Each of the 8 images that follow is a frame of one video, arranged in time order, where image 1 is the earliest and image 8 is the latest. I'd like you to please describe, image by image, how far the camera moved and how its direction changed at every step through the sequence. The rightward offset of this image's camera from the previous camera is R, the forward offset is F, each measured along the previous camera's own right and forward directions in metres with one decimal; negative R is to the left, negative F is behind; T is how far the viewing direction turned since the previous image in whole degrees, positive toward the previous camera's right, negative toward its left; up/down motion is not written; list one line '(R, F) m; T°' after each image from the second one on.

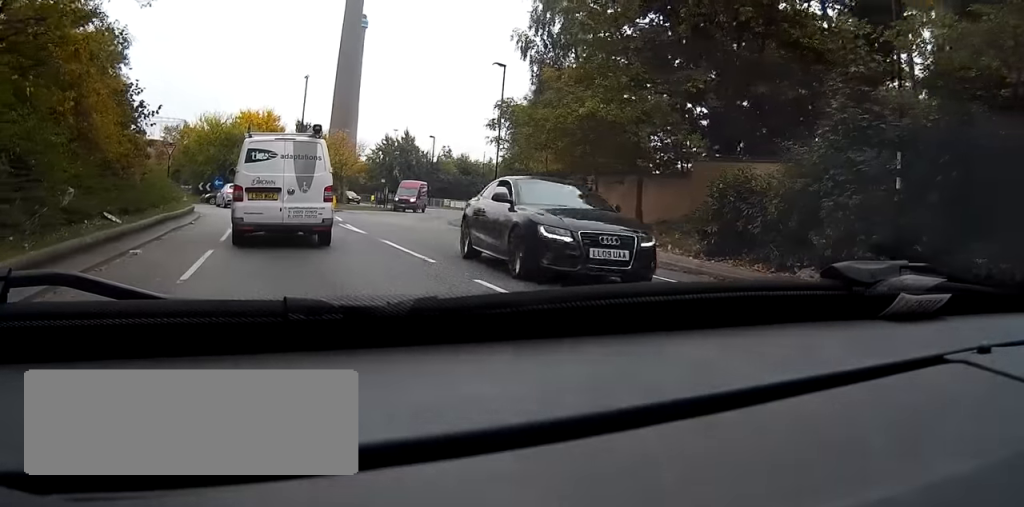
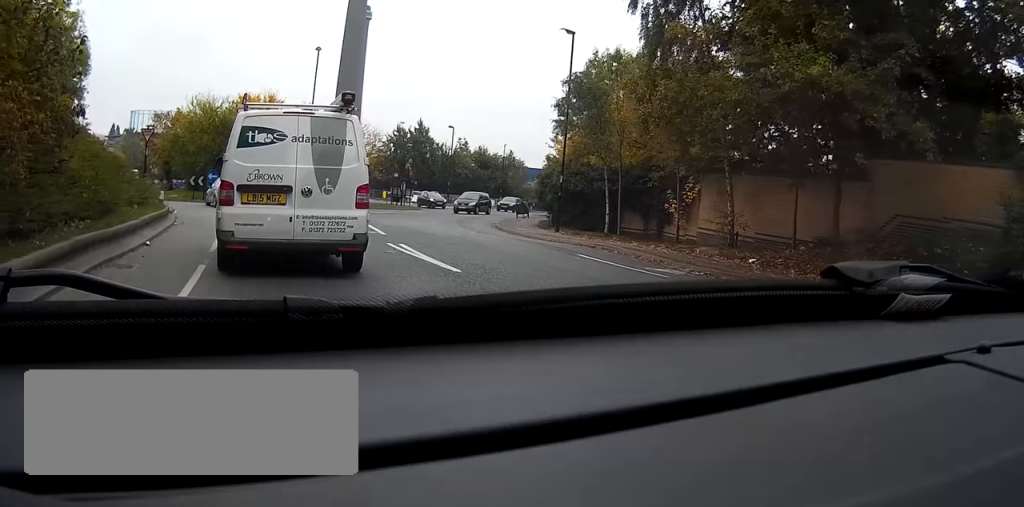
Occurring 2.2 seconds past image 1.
(+0.3, +9.4) m; +4°
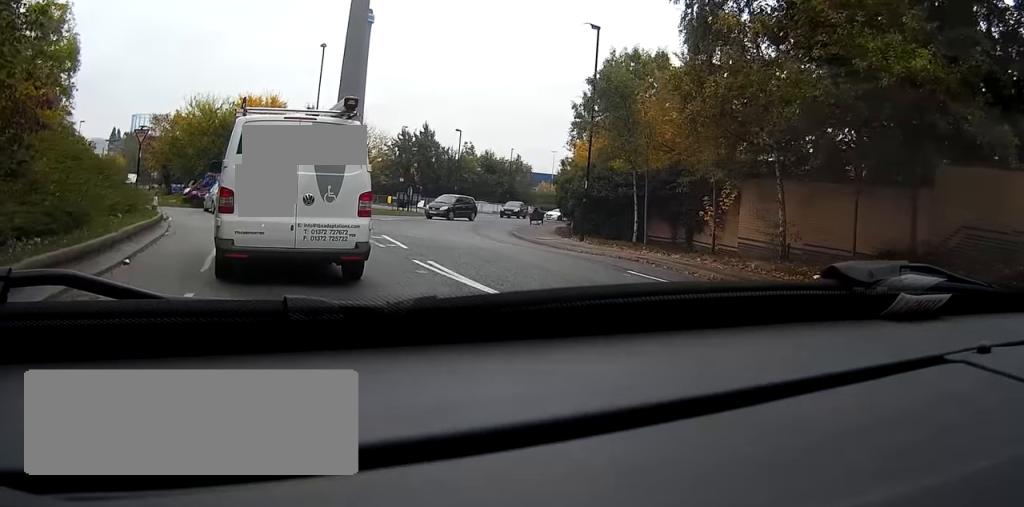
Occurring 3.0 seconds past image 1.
(0.0, +2.0) m; -1°
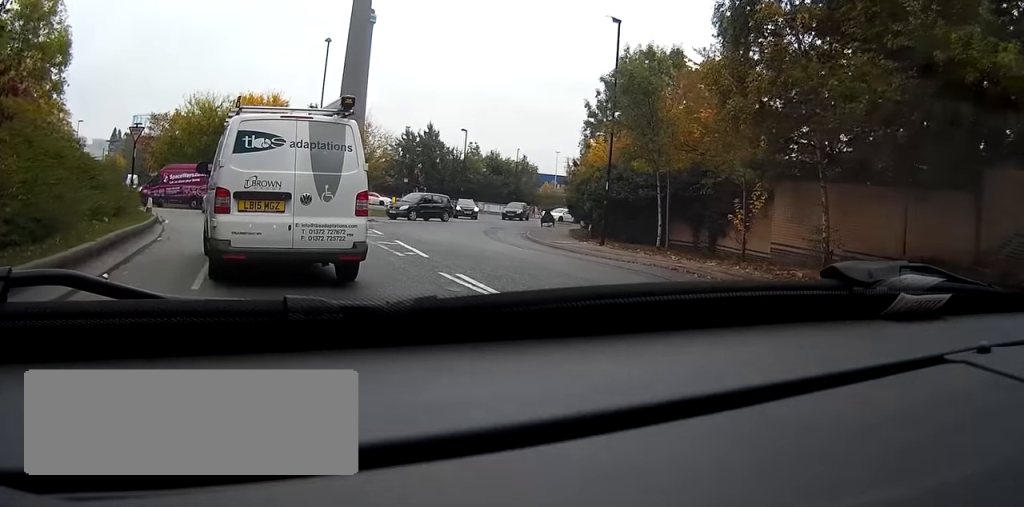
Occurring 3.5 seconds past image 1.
(-0.1, +1.3) m; -2°
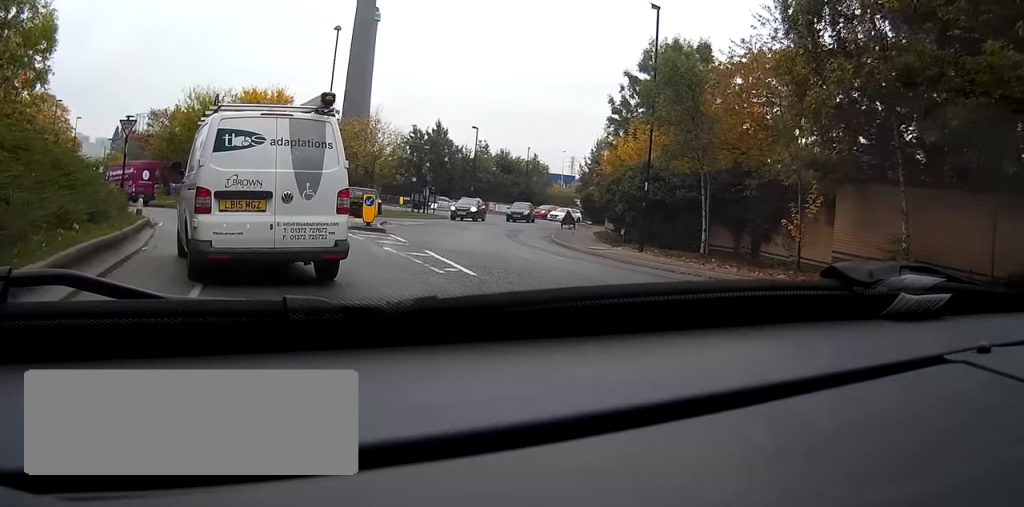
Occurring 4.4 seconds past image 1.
(0.0, +2.2) m; -1°
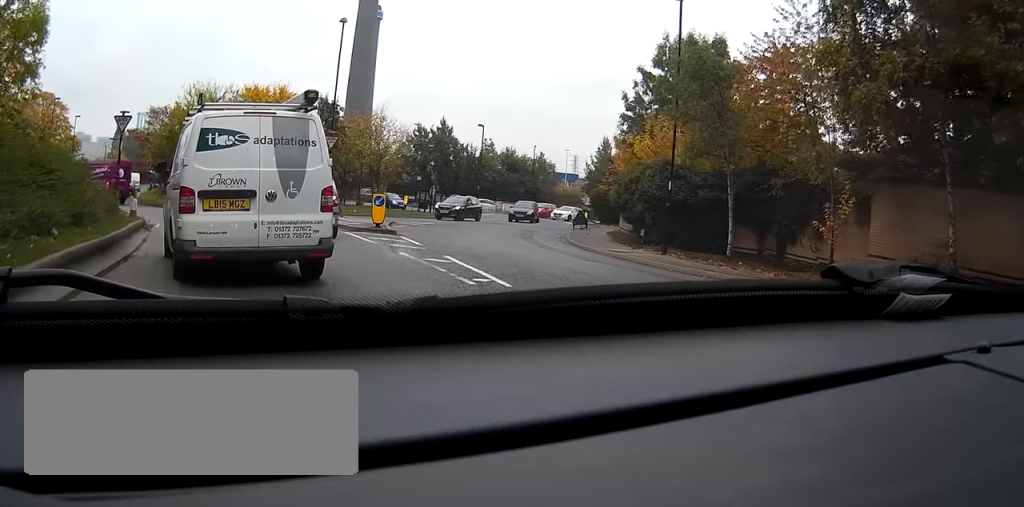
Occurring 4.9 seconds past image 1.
(0.0, +1.2) m; -1°
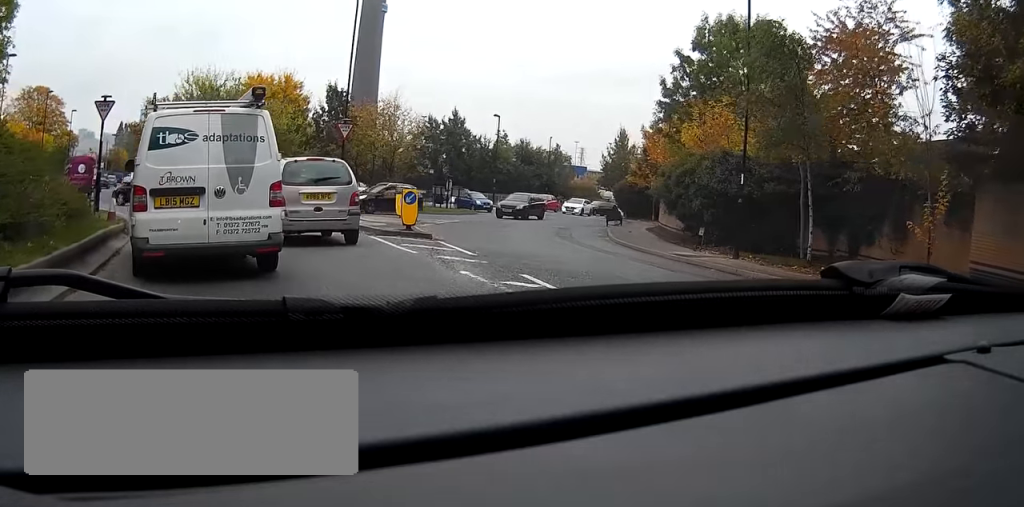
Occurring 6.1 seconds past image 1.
(-0.1, +3.4) m; 0°
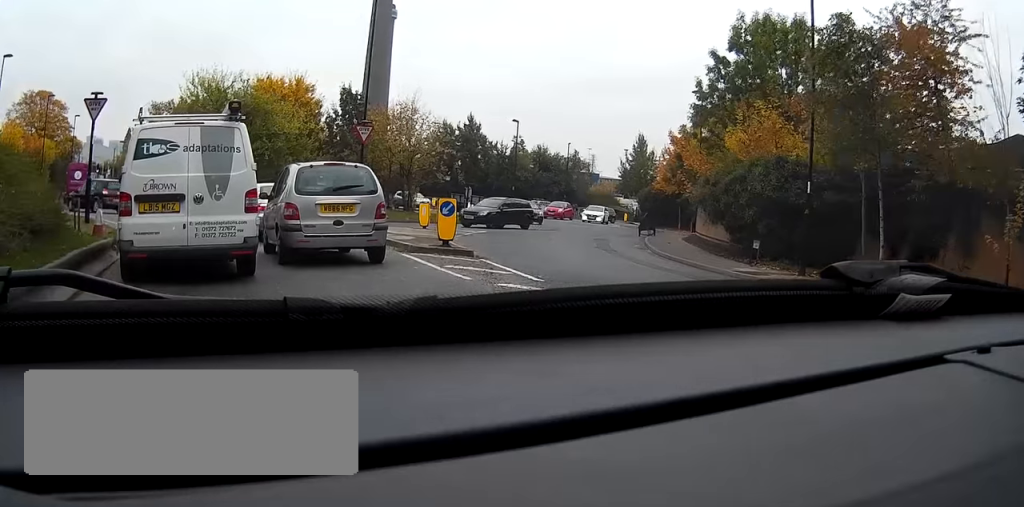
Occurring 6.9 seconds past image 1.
(0.0, +2.4) m; -1°
